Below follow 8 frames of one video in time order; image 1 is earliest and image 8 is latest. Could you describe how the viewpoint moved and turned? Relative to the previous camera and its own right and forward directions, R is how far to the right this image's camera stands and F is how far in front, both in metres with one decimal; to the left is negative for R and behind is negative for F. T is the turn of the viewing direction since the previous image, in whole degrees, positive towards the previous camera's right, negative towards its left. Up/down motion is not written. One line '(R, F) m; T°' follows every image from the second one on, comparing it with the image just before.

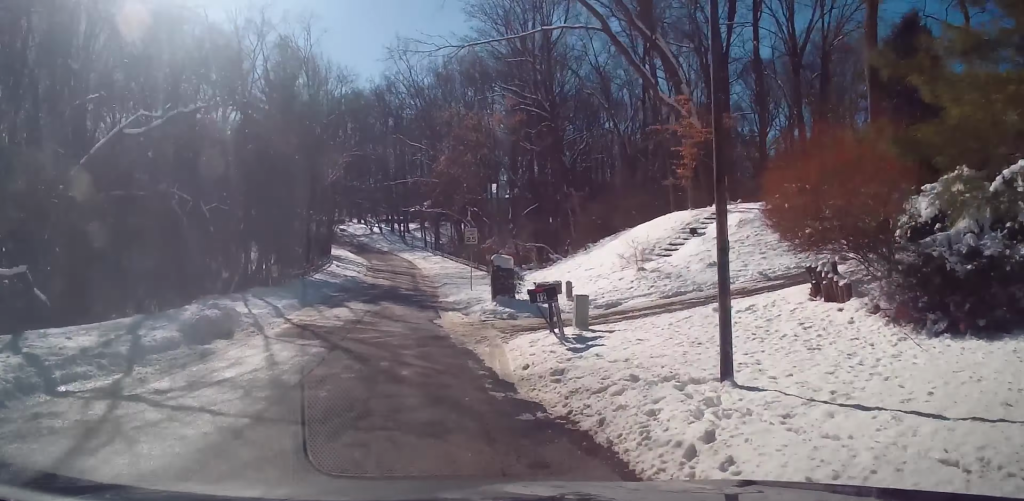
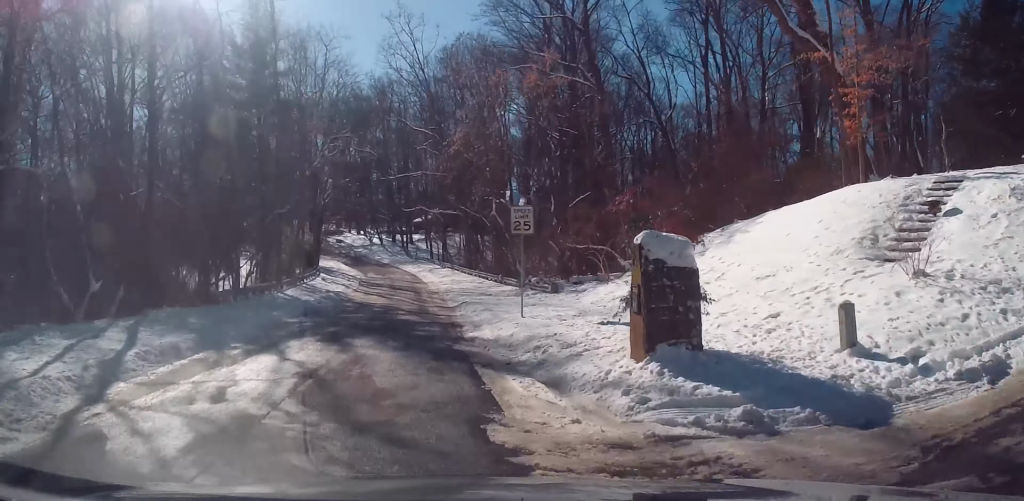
(-0.7, +12.5) m; -2°
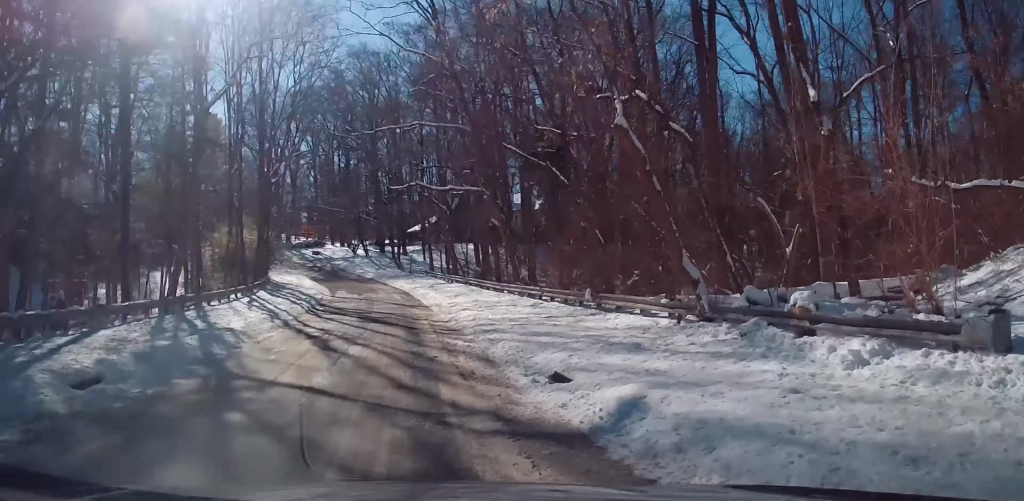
(+1.1, +22.5) m; +3°
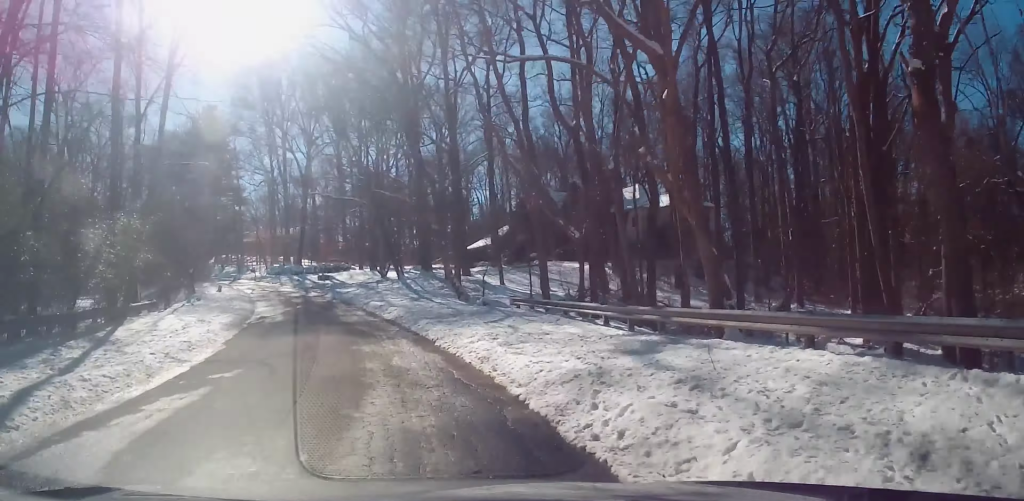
(-2.5, +40.0) m; -8°
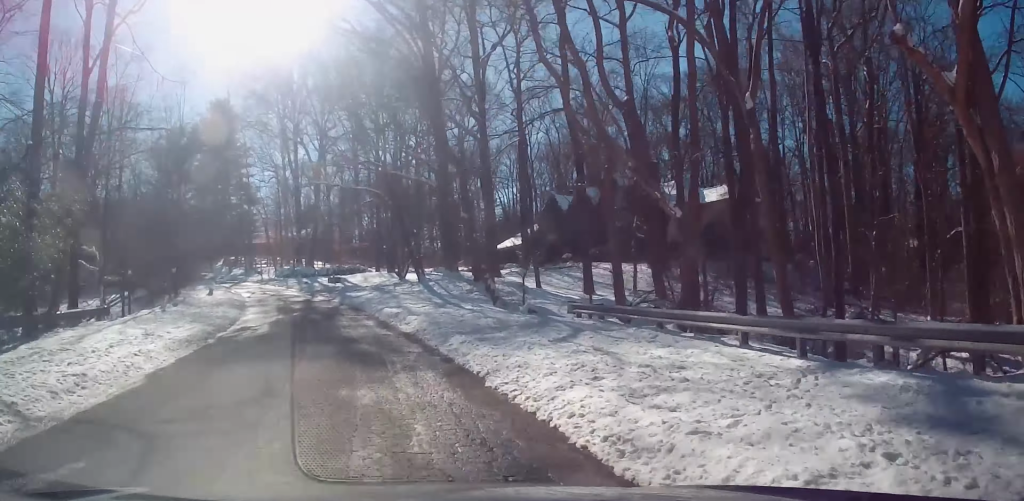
(-0.2, +7.3) m; -1°
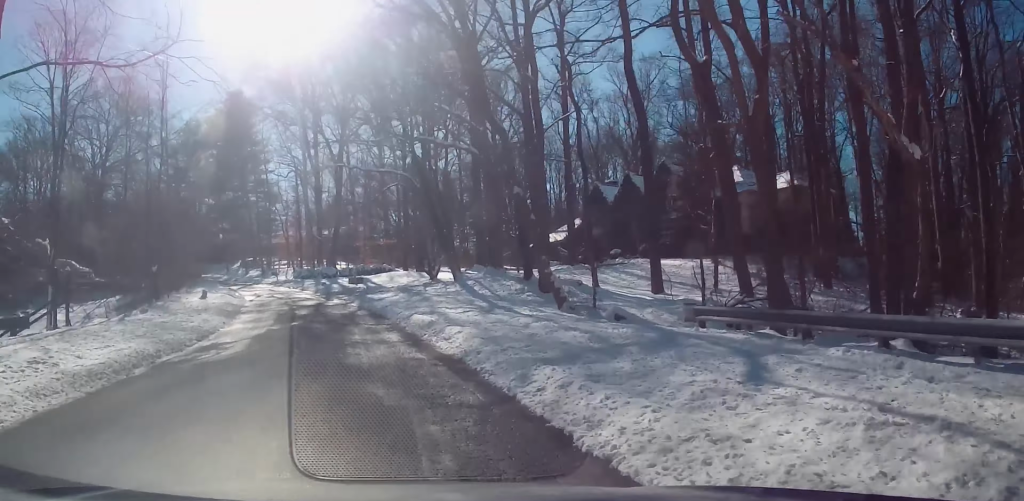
(-0.1, +7.3) m; -1°
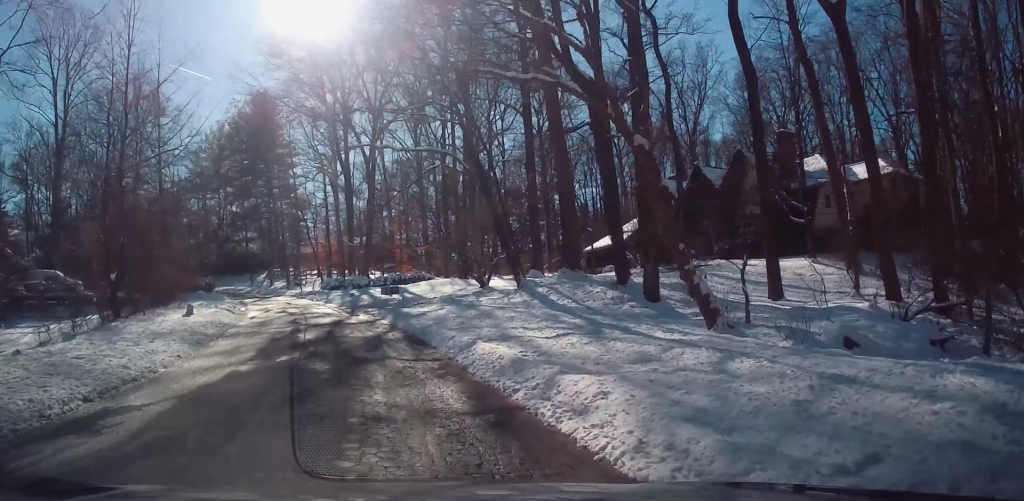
(0.0, +8.2) m; -2°
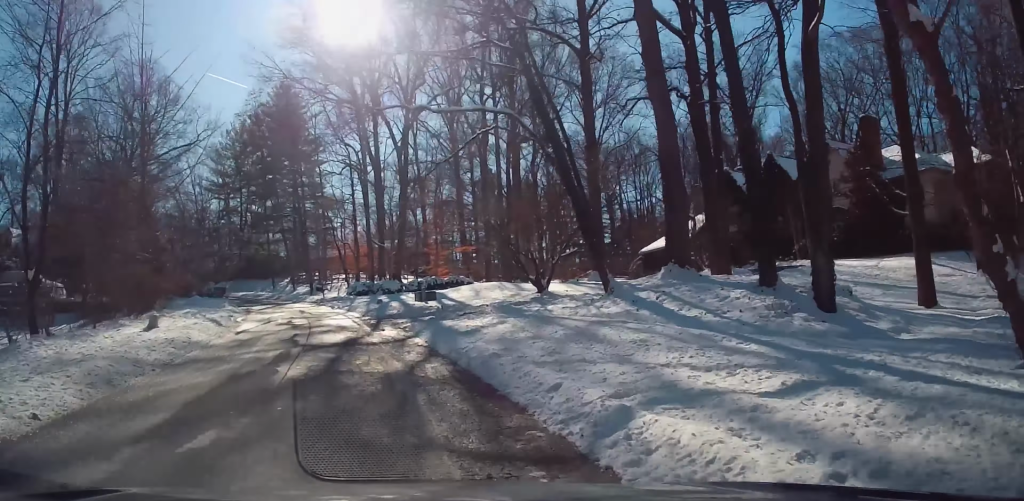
(+0.2, +7.2) m; -2°
